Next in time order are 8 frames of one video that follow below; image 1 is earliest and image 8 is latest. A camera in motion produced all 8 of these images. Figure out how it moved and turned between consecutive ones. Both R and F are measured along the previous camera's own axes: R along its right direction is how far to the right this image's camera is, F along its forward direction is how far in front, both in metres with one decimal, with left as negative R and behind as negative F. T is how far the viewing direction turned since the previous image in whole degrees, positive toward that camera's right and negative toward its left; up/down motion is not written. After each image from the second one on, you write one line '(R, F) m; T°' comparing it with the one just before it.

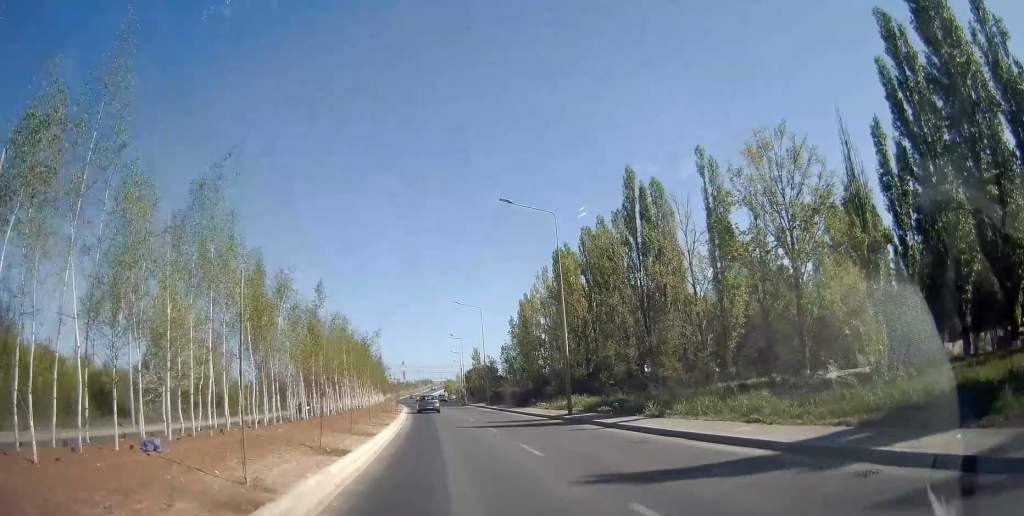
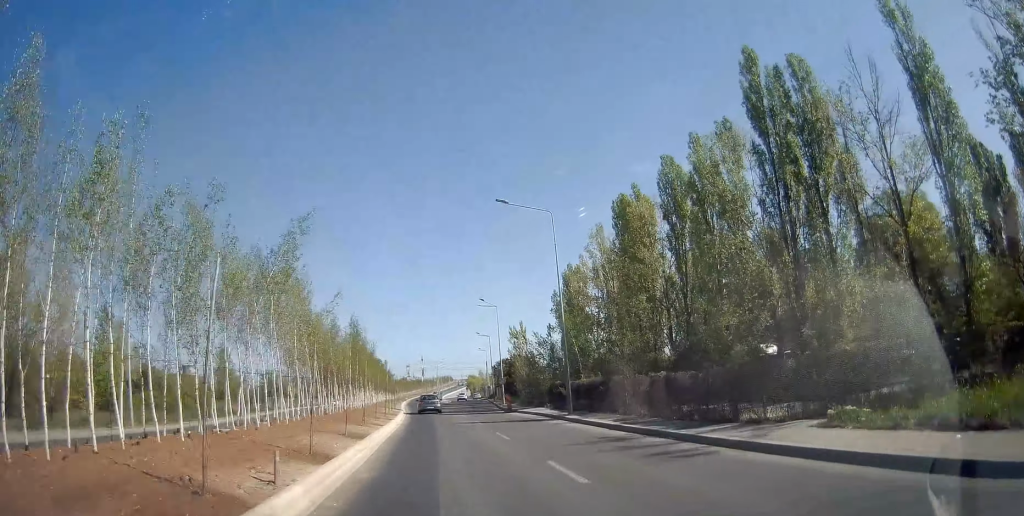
(-0.5, +31.0) m; -2°
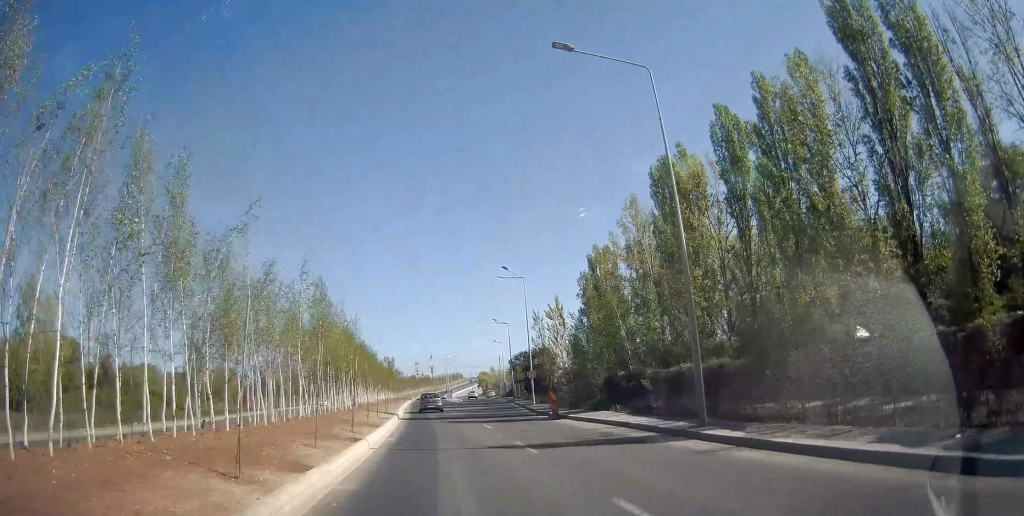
(-0.2, +13.7) m; -1°
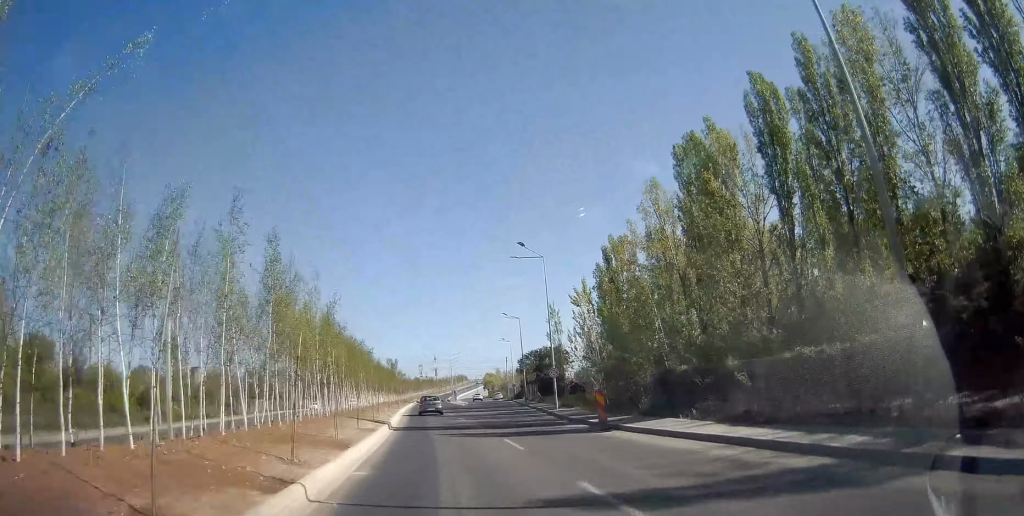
(0.0, +7.4) m; -1°
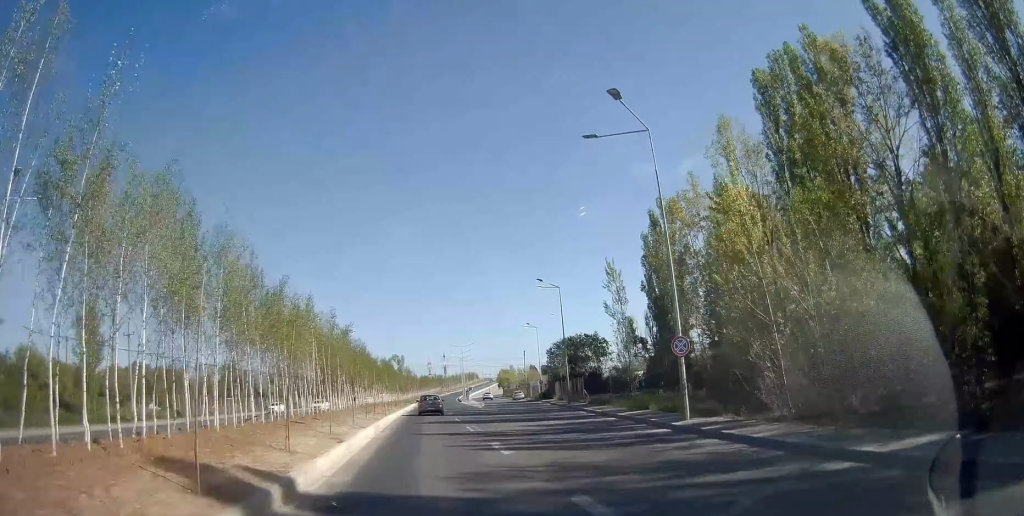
(-0.2, +18.8) m; -1°
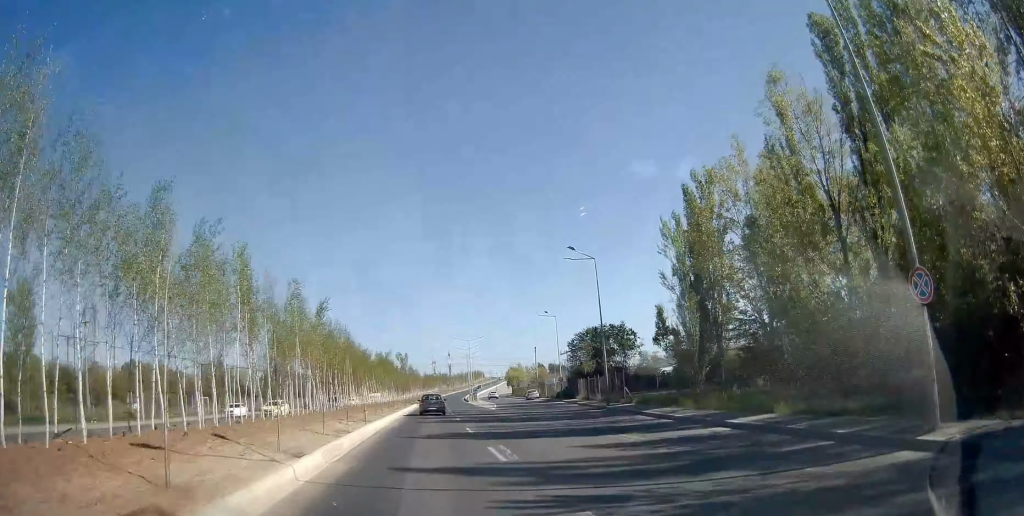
(0.0, +10.2) m; 0°
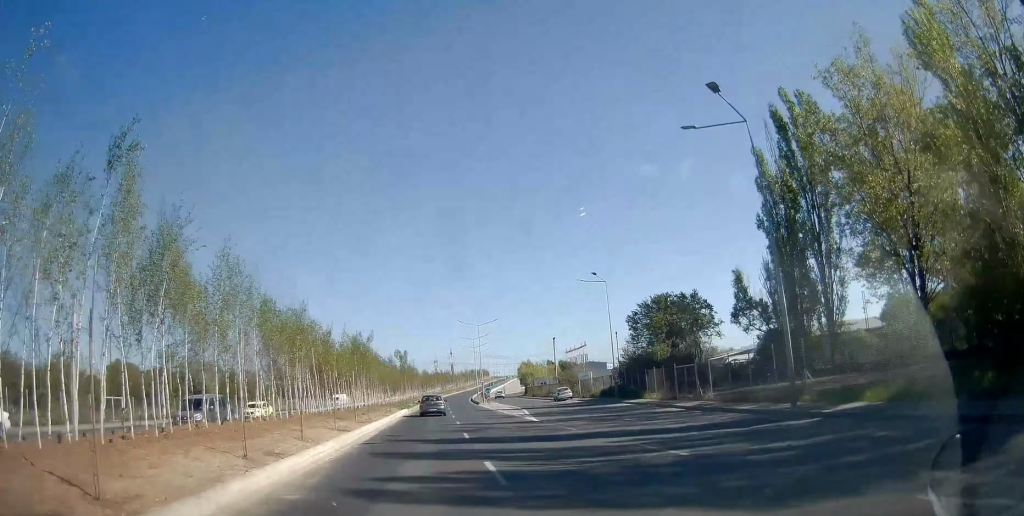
(-0.1, +21.0) m; 0°
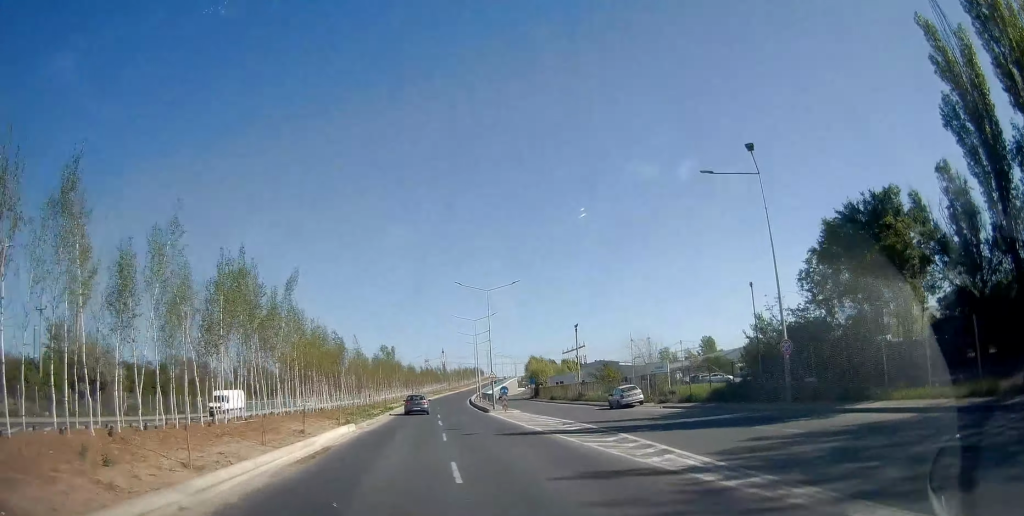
(+0.1, +26.1) m; +1°
